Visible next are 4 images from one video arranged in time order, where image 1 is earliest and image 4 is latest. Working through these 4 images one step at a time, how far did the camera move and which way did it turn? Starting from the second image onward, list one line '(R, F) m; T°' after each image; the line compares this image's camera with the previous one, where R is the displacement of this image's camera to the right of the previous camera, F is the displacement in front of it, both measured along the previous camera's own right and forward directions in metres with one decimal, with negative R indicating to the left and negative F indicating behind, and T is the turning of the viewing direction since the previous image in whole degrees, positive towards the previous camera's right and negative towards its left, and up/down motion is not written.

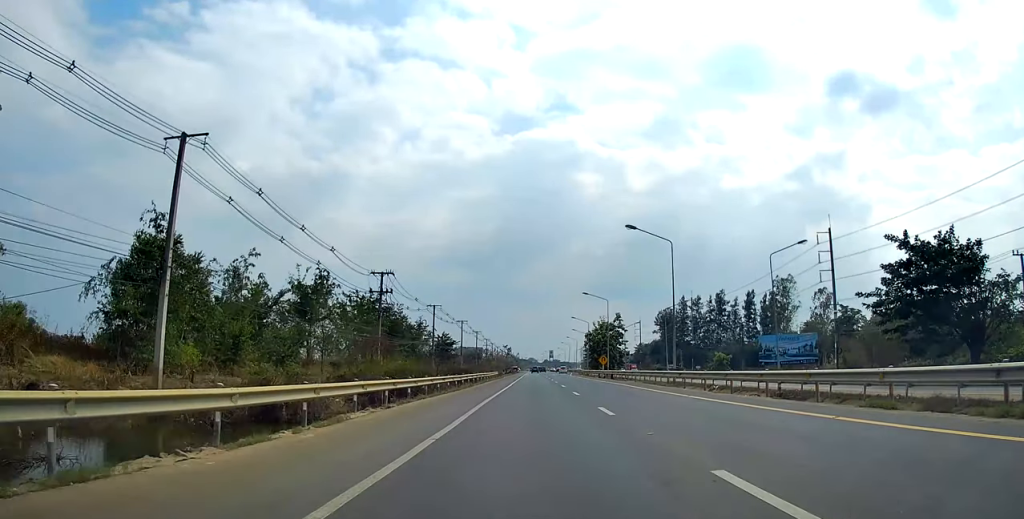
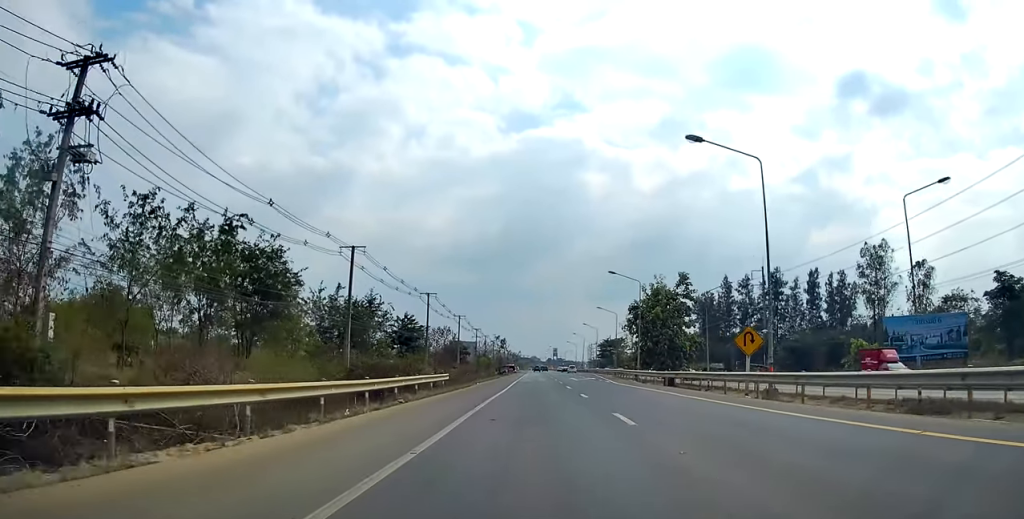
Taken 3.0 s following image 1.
(+2.4, +50.5) m; 0°
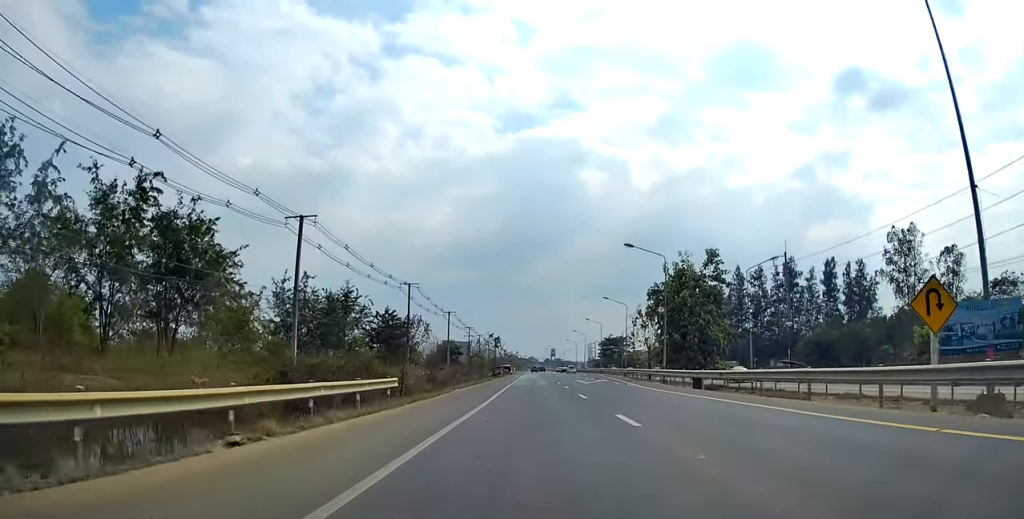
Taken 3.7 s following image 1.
(-0.5, +12.8) m; 0°
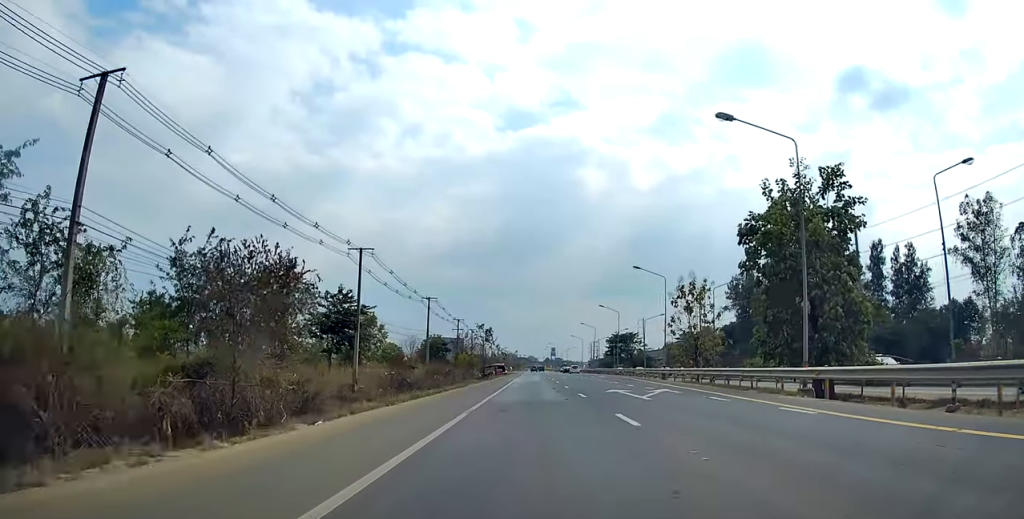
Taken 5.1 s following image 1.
(+0.5, +23.8) m; +3°
